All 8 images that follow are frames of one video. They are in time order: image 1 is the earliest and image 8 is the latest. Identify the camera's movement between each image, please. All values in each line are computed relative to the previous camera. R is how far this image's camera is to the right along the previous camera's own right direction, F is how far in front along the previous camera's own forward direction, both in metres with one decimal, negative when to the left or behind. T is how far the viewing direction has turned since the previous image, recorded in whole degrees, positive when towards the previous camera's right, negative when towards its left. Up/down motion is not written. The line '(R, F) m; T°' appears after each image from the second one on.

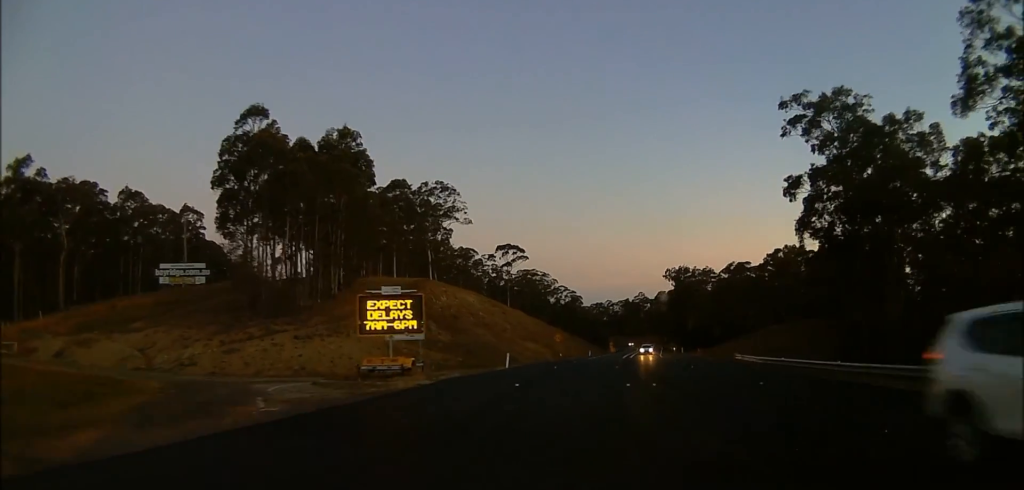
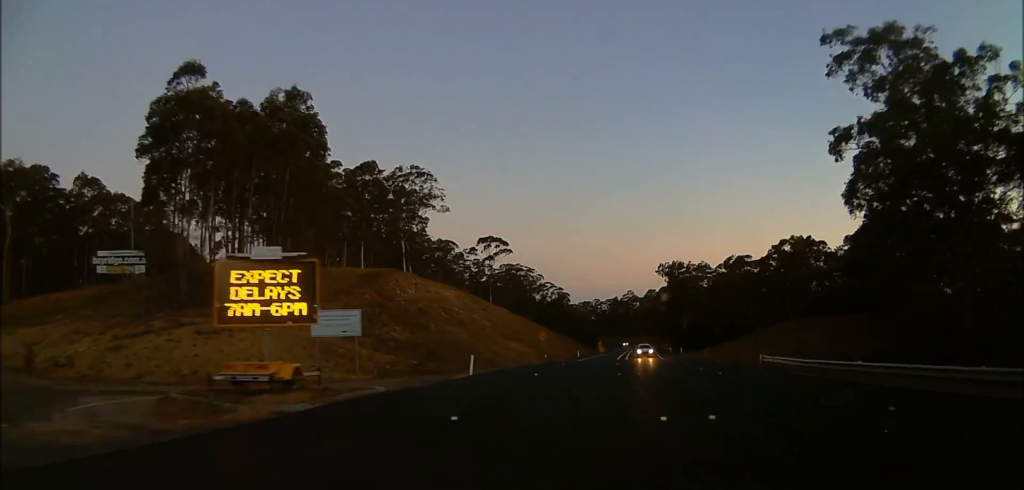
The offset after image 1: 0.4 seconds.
(0.0, +10.3) m; 0°
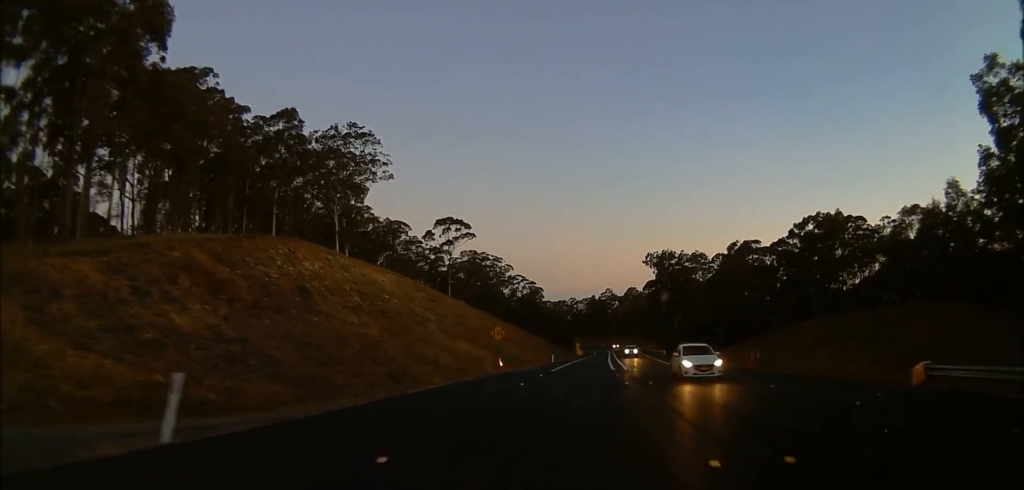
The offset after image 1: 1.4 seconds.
(0.0, +22.0) m; 0°
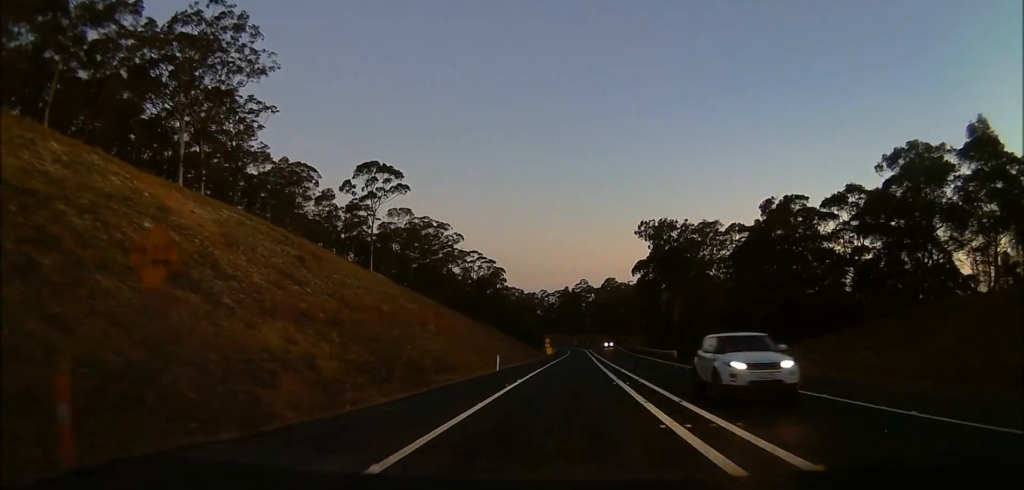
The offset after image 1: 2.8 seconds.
(0.0, +33.7) m; 0°
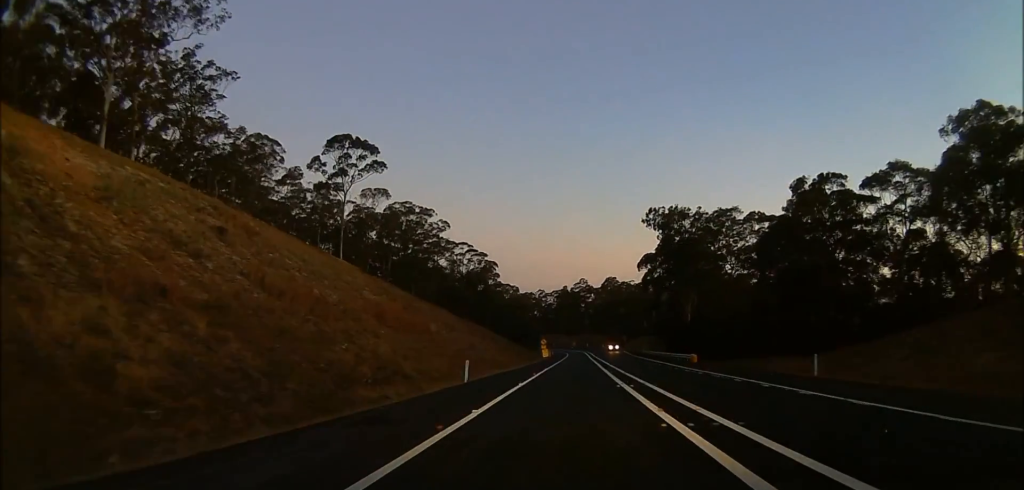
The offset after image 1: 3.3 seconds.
(0.0, +11.7) m; +1°
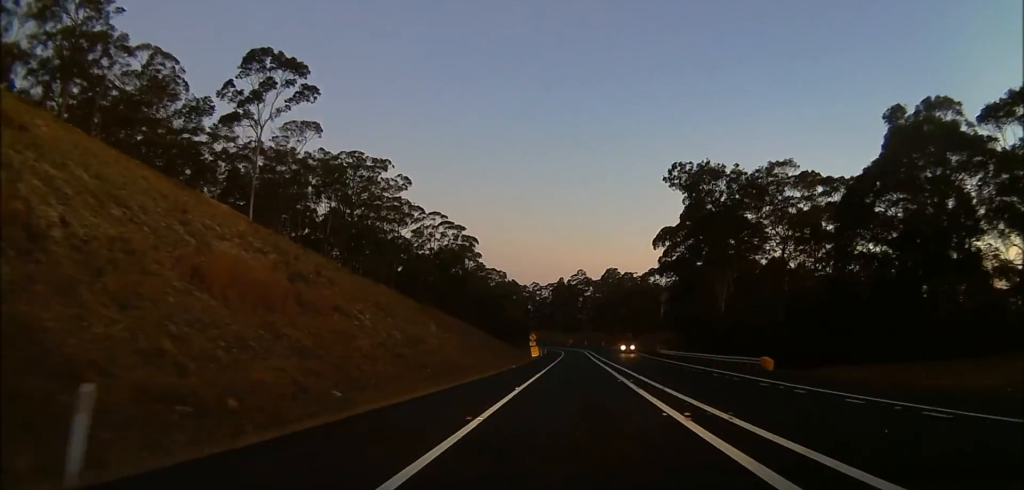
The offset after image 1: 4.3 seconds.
(+0.5, +22.7) m; +2°
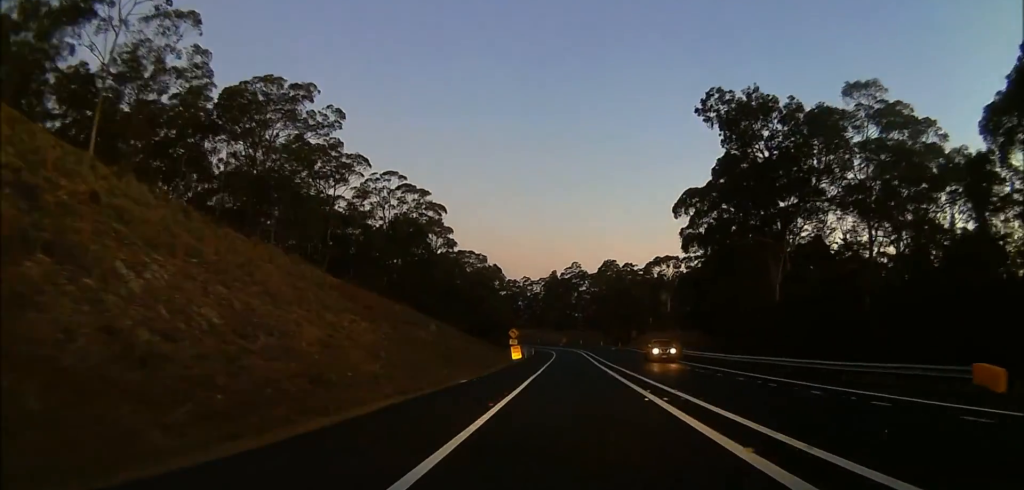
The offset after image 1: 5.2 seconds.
(+0.4, +21.2) m; +1°
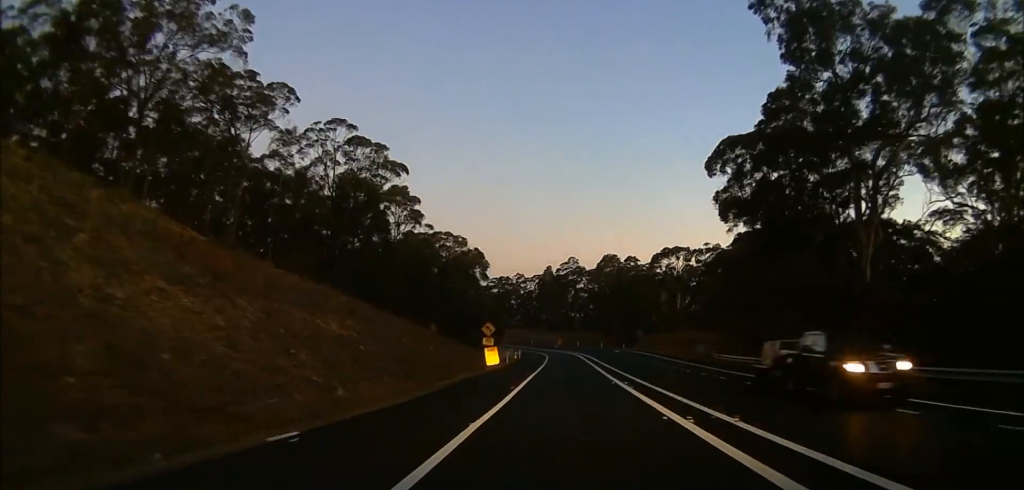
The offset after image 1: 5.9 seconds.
(0.0, +17.4) m; 0°
